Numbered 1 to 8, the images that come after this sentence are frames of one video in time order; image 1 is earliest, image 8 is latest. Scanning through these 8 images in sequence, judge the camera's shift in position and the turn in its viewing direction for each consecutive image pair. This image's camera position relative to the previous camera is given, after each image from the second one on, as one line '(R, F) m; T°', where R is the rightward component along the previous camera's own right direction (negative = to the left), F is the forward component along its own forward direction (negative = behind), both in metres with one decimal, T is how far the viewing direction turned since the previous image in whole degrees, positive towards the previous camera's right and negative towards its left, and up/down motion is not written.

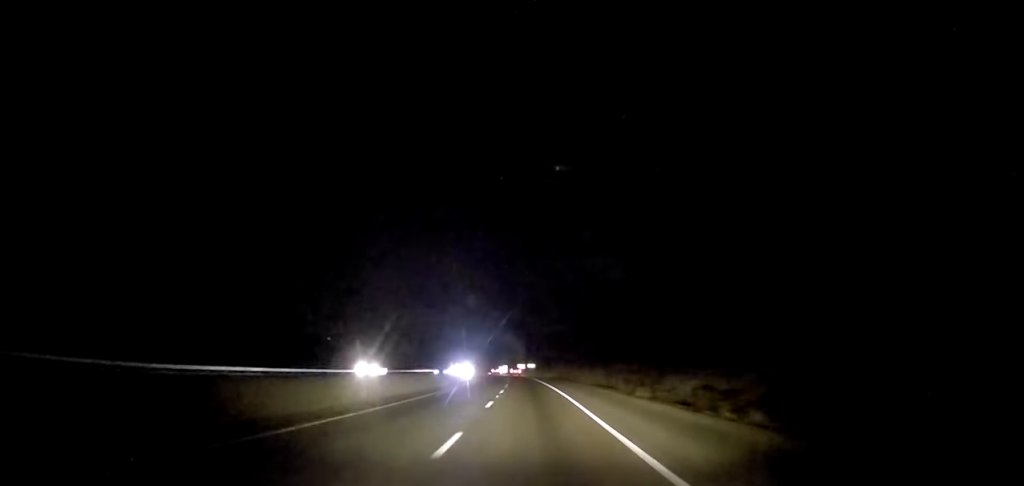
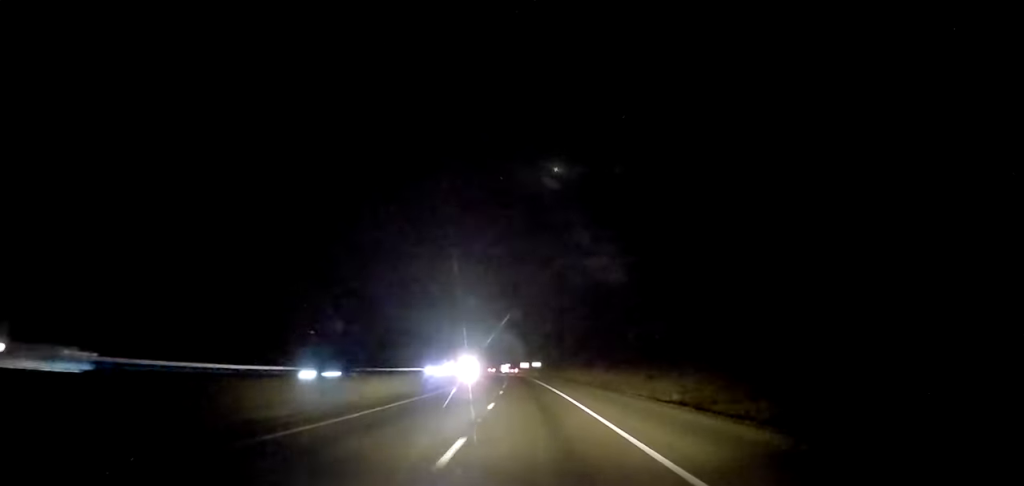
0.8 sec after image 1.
(-0.7, +25.2) m; -1°
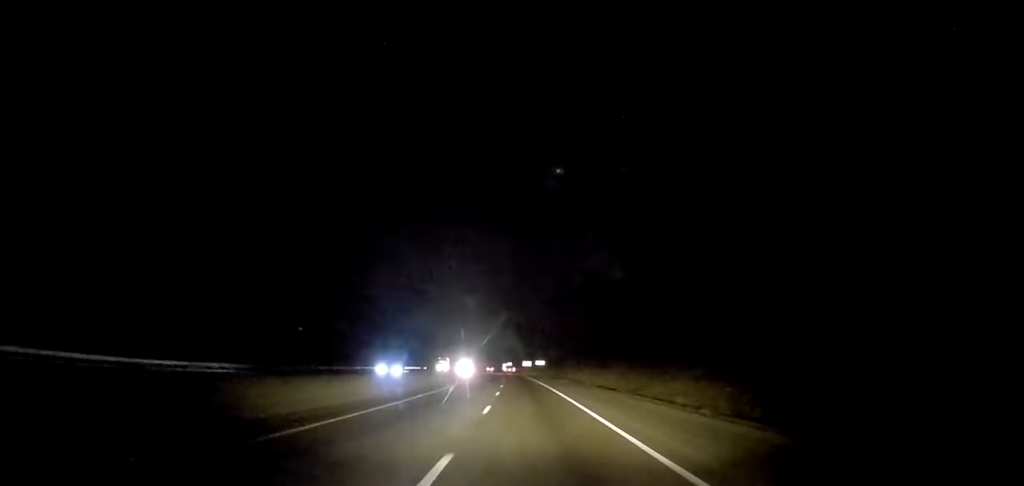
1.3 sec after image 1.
(0.0, +14.6) m; 0°
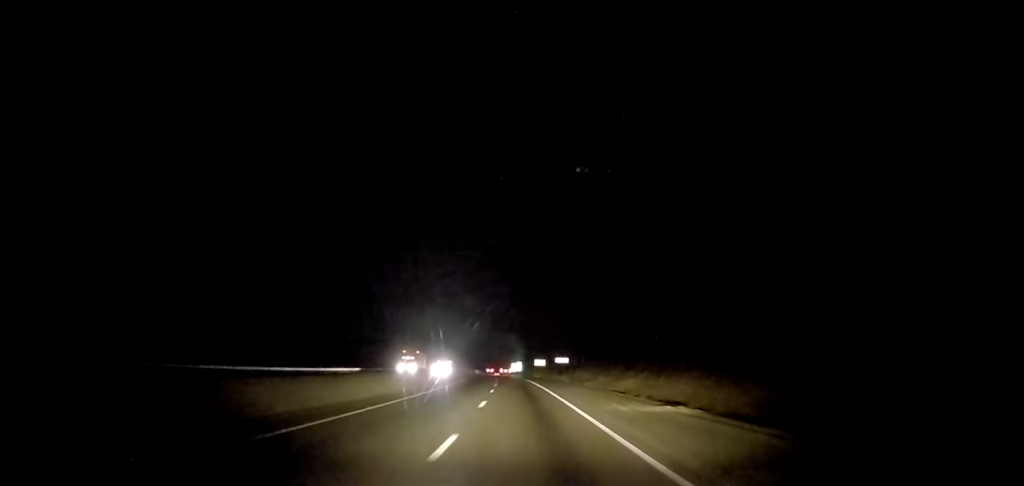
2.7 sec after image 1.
(+0.9, +45.7) m; +1°
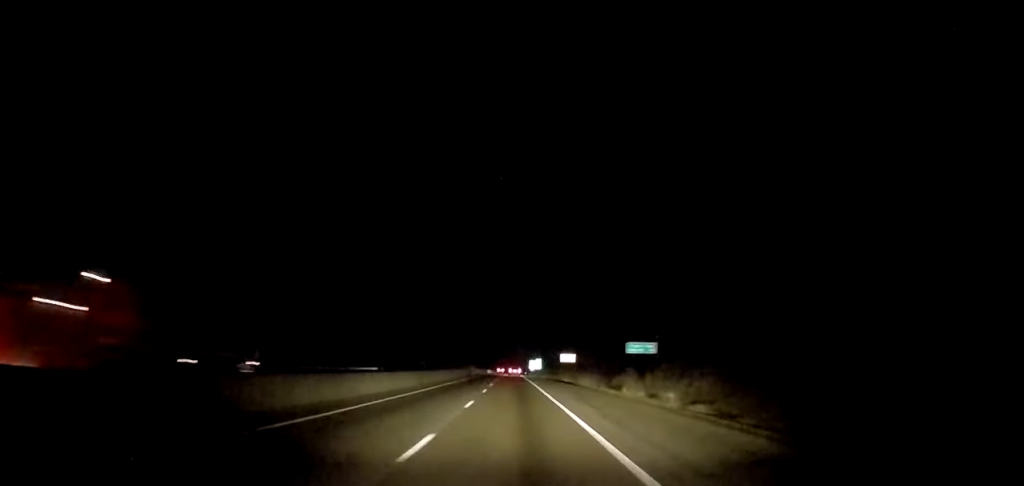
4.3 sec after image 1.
(-0.7, +48.7) m; -2°
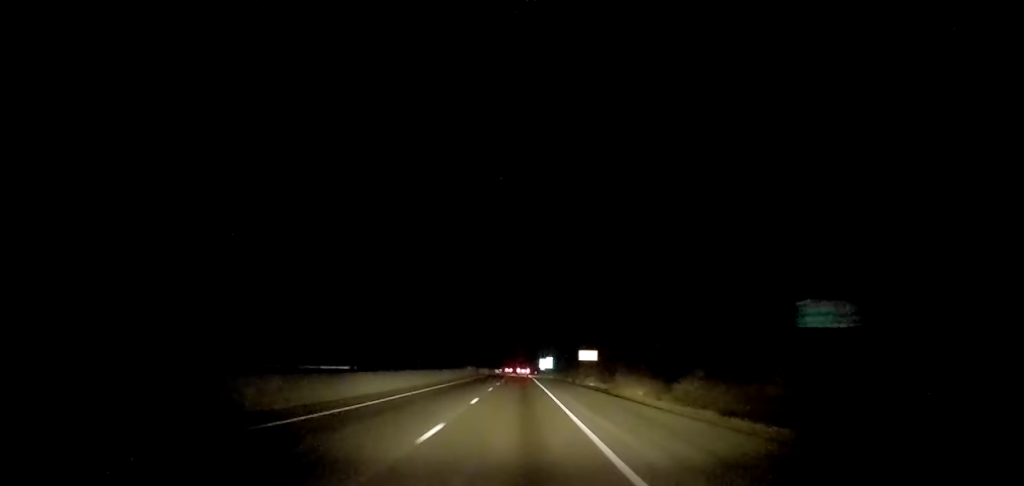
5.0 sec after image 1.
(-0.1, +22.8) m; -2°
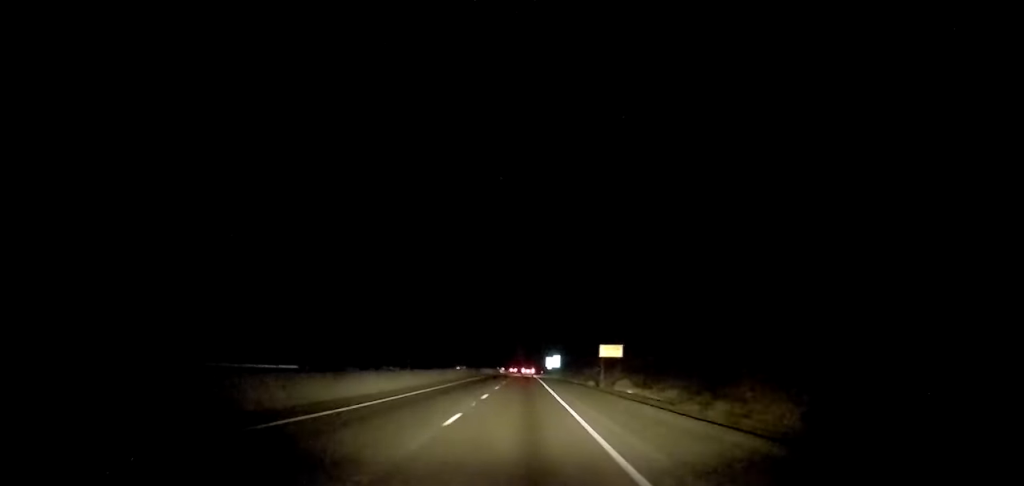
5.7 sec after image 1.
(-0.6, +20.8) m; 0°
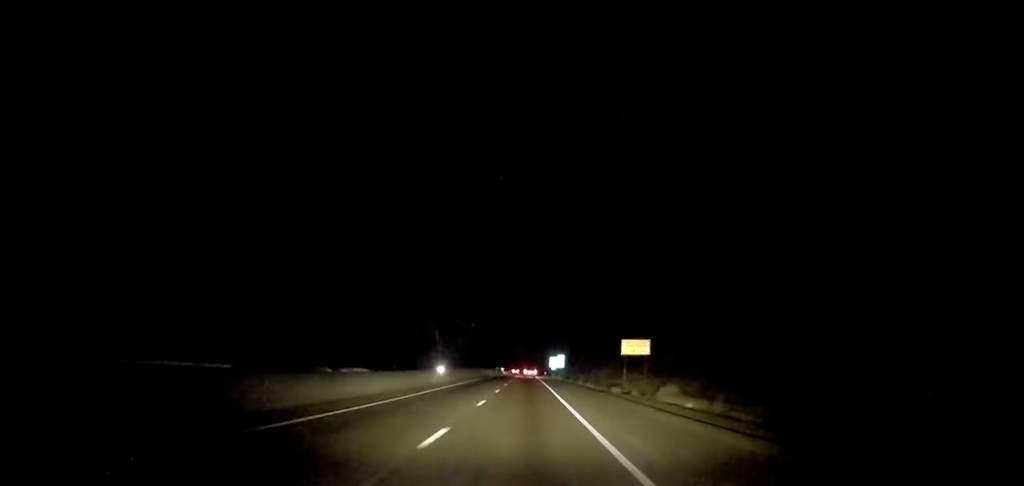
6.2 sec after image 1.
(-0.1, +15.6) m; 0°
